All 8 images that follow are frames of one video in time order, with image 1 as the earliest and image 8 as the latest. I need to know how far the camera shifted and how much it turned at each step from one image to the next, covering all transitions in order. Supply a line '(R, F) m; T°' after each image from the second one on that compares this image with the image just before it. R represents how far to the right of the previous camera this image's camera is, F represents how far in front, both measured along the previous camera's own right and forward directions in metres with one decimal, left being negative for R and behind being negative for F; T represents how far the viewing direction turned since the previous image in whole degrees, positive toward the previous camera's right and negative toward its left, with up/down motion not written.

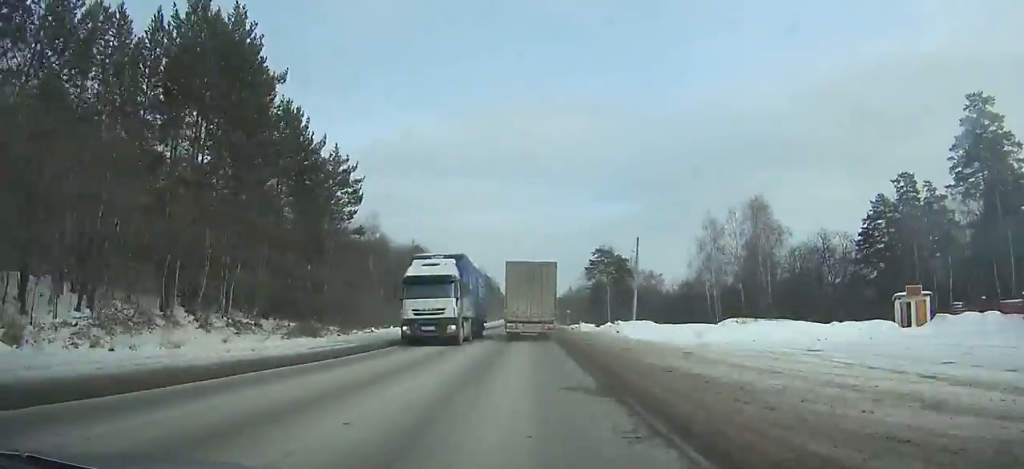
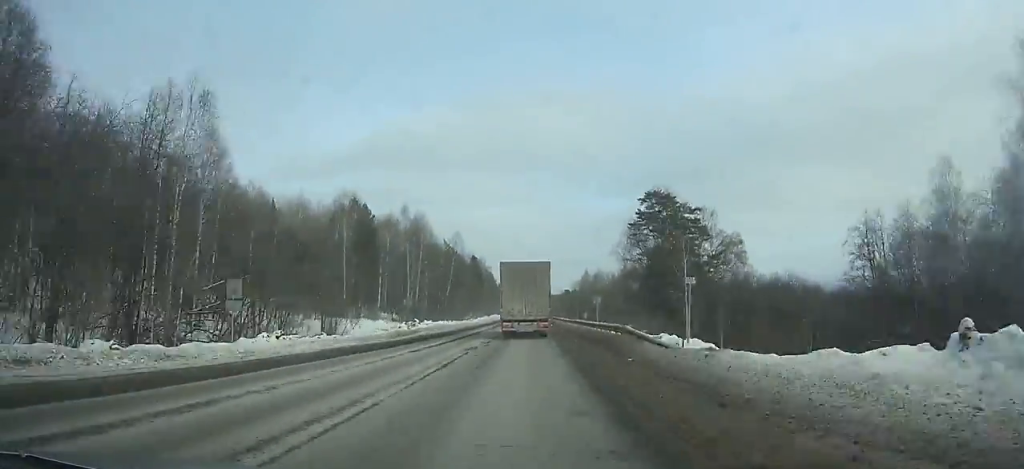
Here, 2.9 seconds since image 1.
(-0.2, +60.0) m; 0°
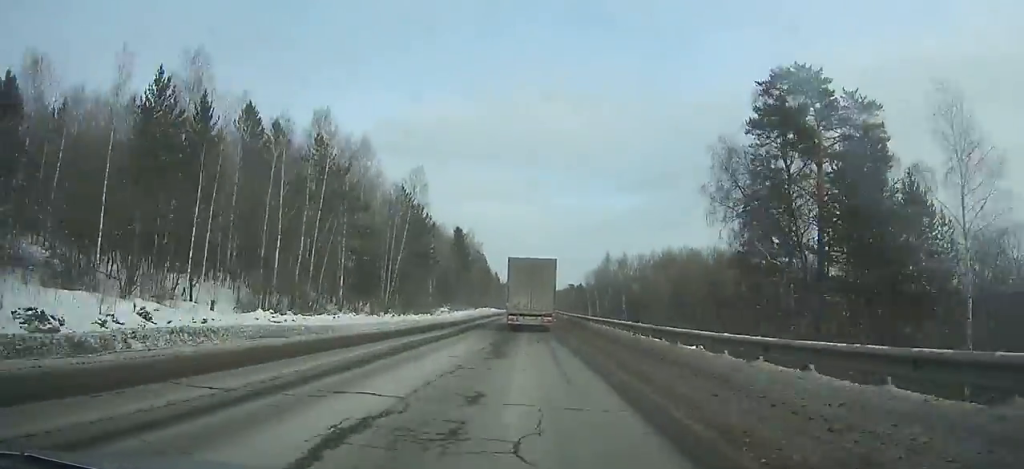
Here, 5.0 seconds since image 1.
(-0.1, +44.0) m; 0°
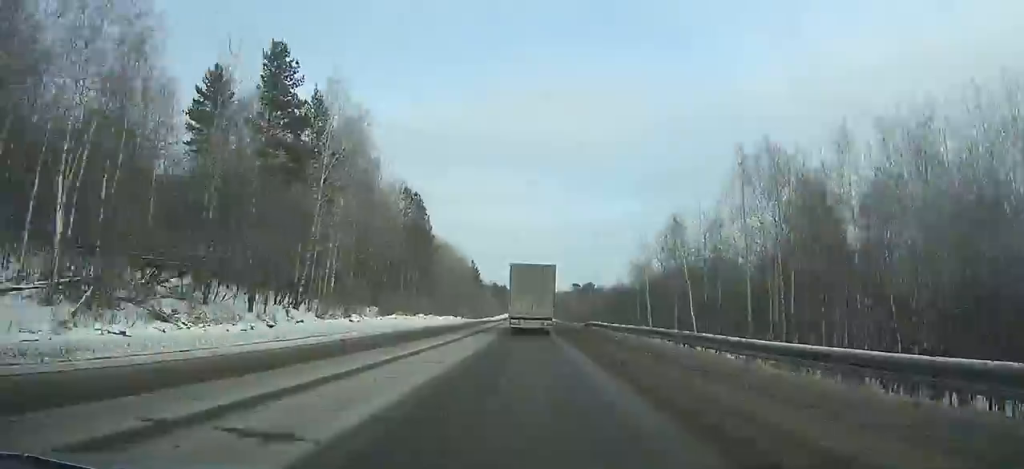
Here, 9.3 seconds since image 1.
(+0.3, +91.6) m; +1°
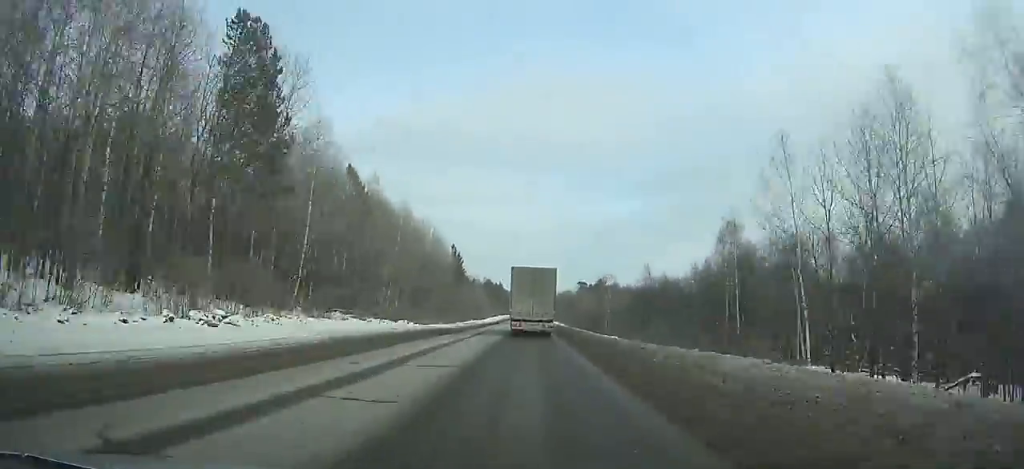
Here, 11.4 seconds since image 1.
(+0.2, +45.6) m; 0°
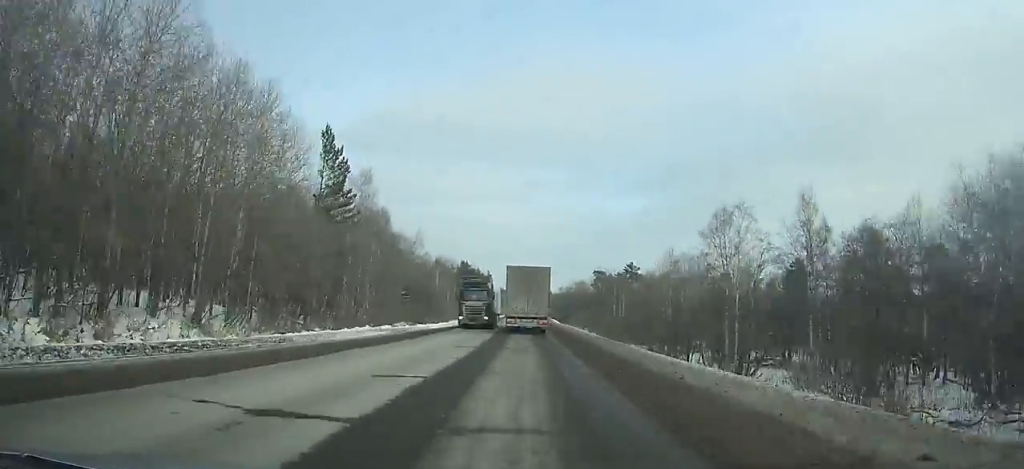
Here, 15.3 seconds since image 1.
(+0.1, +85.6) m; 0°
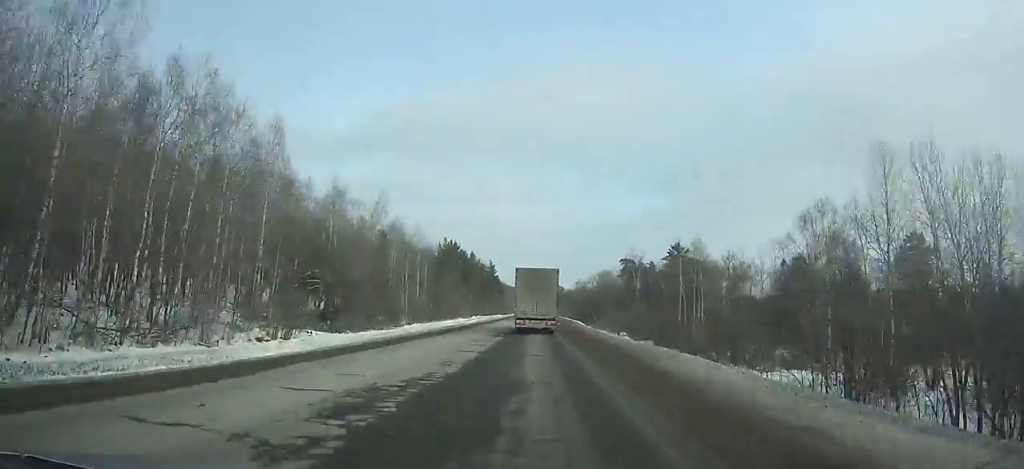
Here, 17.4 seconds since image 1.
(-0.3, +46.4) m; 0°
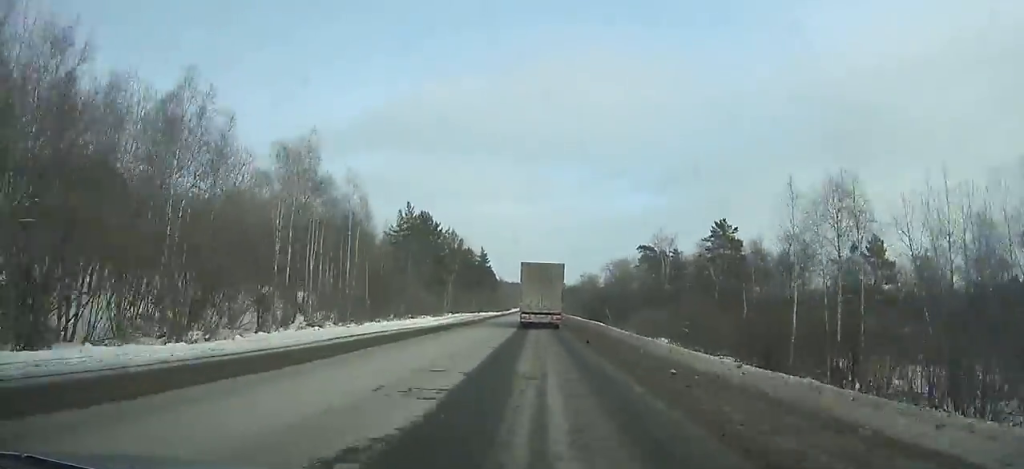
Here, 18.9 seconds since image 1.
(0.0, +33.2) m; 0°
